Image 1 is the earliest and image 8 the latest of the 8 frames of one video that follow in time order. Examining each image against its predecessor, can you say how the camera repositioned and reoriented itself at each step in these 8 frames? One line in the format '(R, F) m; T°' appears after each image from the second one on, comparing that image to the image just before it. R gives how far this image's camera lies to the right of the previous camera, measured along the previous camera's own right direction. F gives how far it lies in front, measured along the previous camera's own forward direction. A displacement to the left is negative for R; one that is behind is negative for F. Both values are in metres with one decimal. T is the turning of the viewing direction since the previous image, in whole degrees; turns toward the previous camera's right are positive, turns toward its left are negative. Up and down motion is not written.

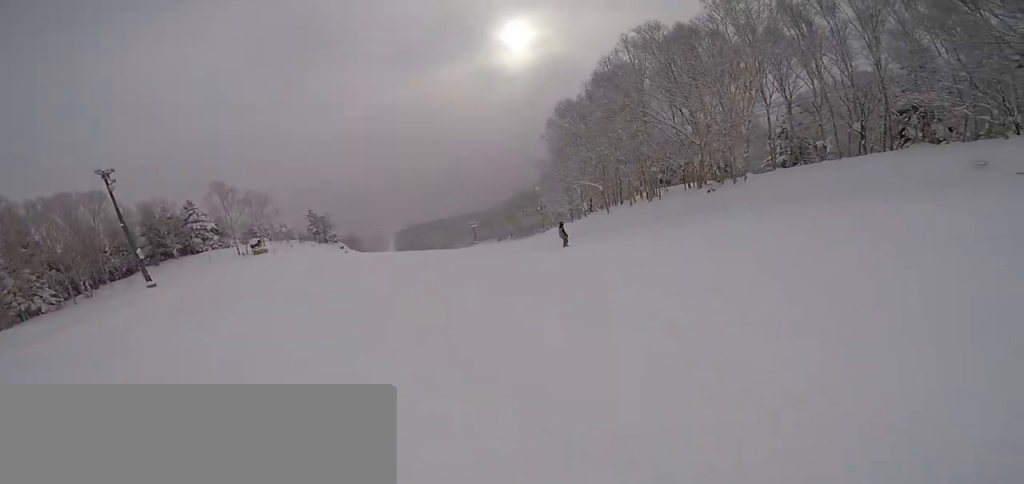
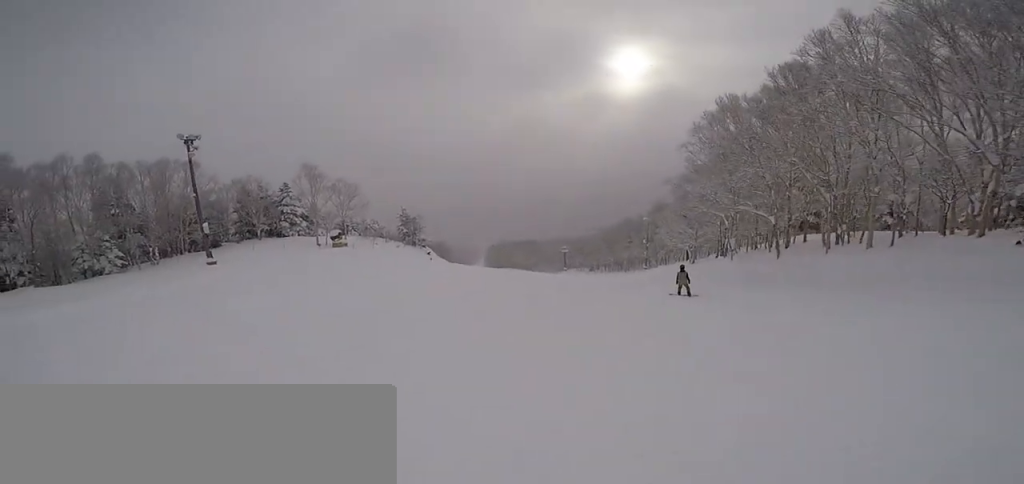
(-1.3, +9.5) m; -24°
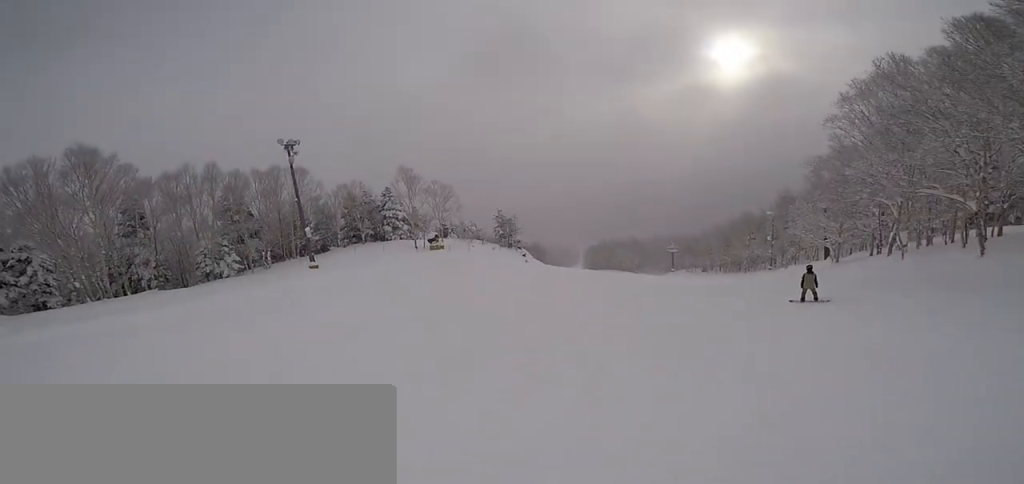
(-0.5, +3.4) m; -2°
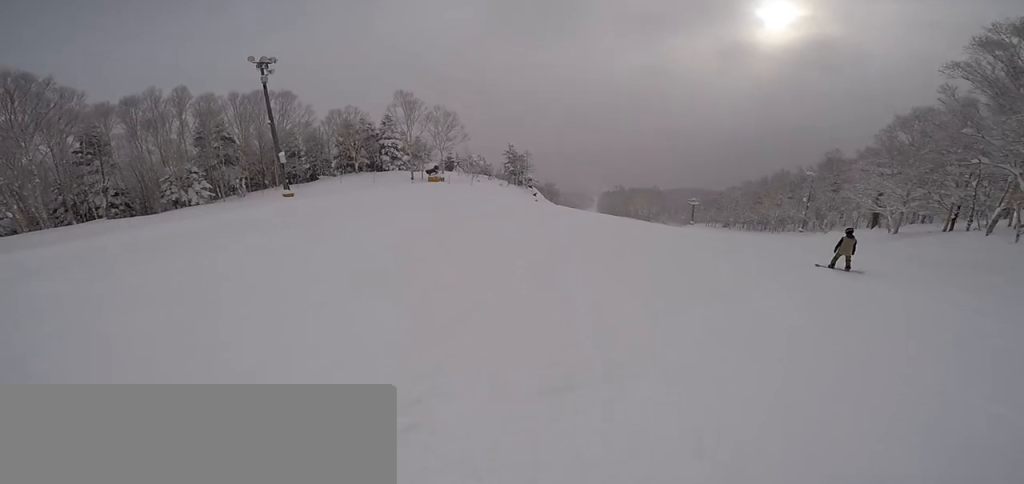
(-0.8, +4.9) m; +1°
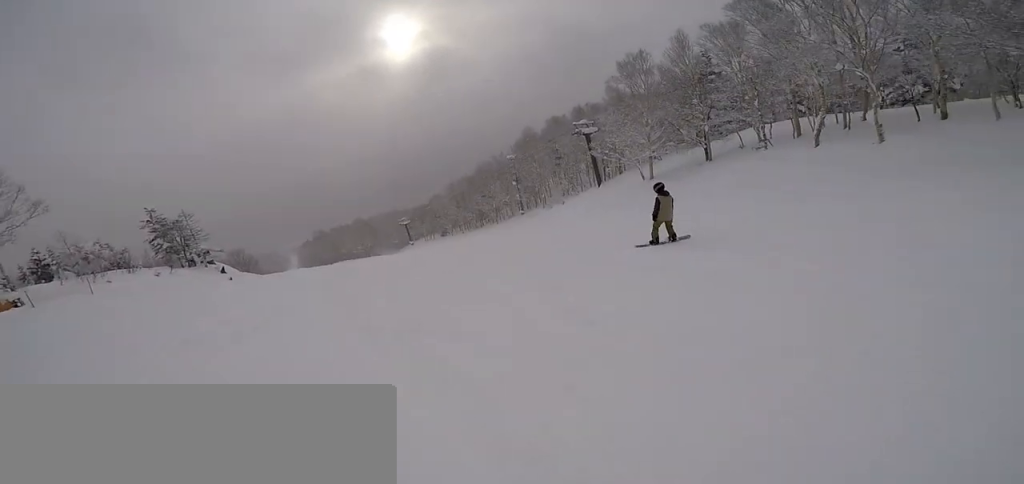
(+5.8, +13.1) m; +25°
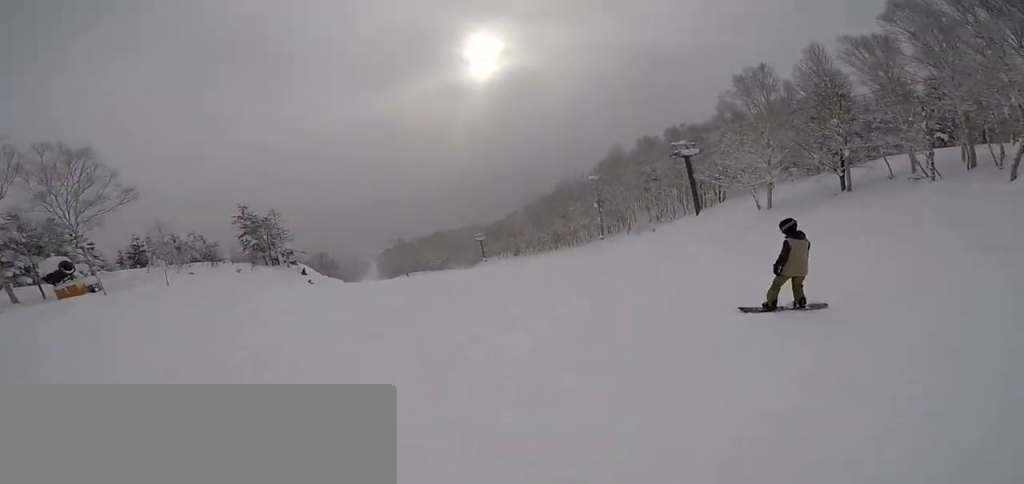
(-0.8, +3.6) m; +2°
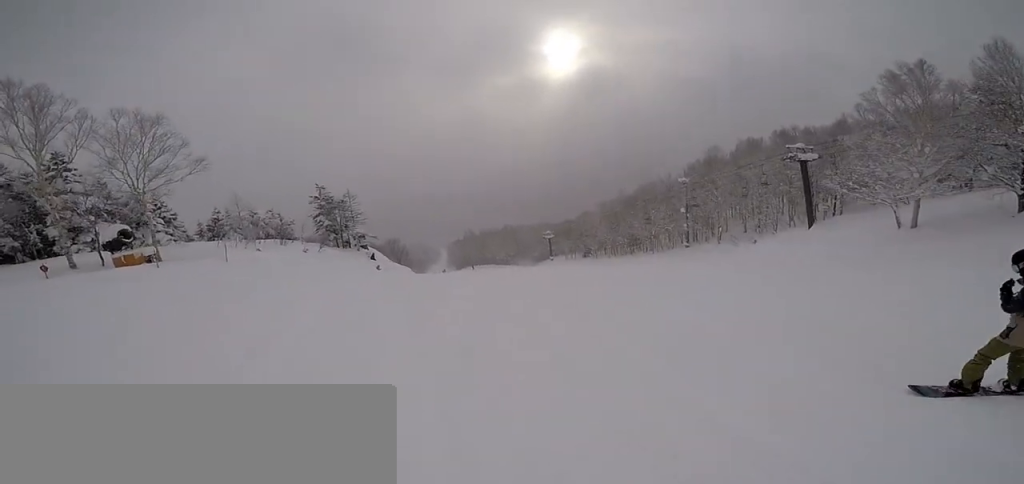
(-0.7, +3.6) m; +3°
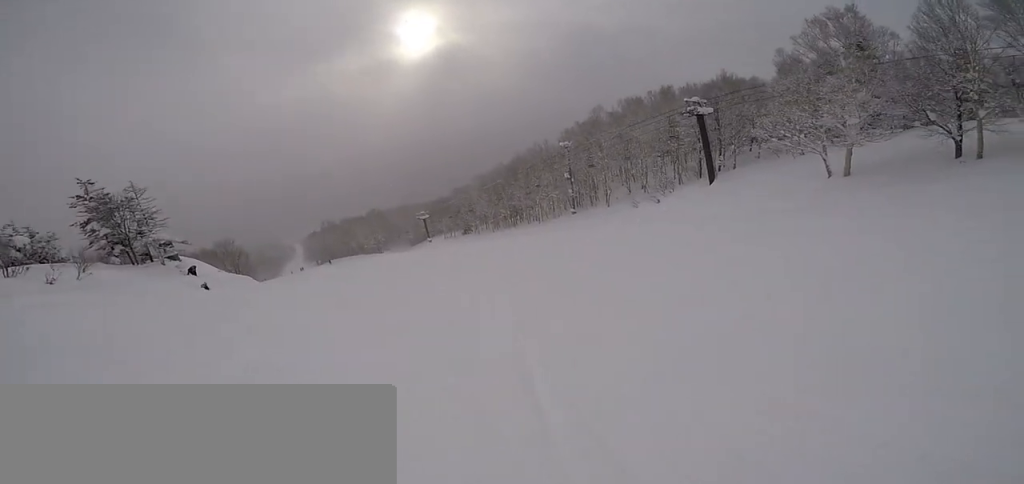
(+2.8, +8.2) m; +19°
